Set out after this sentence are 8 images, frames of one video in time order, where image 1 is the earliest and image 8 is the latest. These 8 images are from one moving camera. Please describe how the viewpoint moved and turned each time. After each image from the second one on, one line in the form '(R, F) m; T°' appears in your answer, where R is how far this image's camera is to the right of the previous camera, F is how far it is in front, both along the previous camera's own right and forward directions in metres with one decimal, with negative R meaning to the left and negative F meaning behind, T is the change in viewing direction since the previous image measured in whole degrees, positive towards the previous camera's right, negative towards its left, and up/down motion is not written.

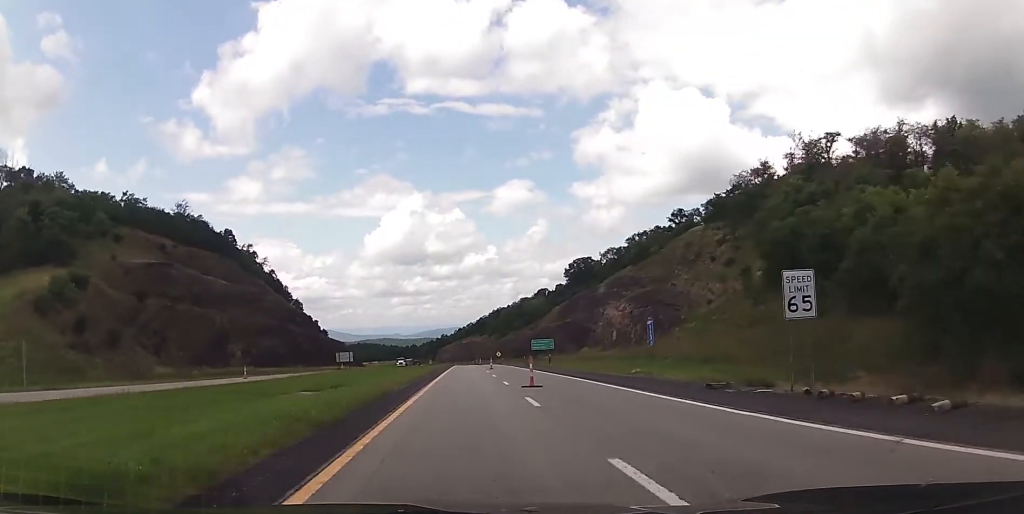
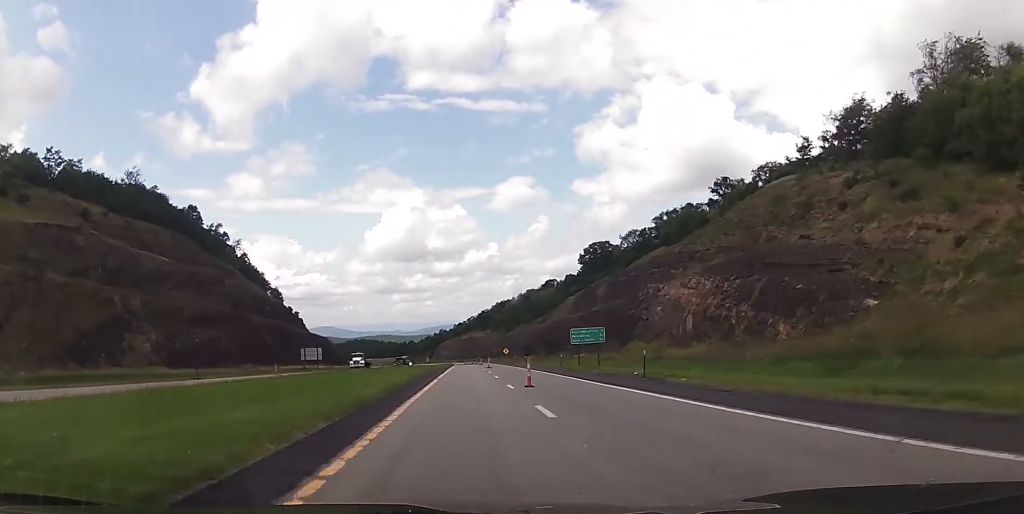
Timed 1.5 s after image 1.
(-0.2, +40.0) m; 0°
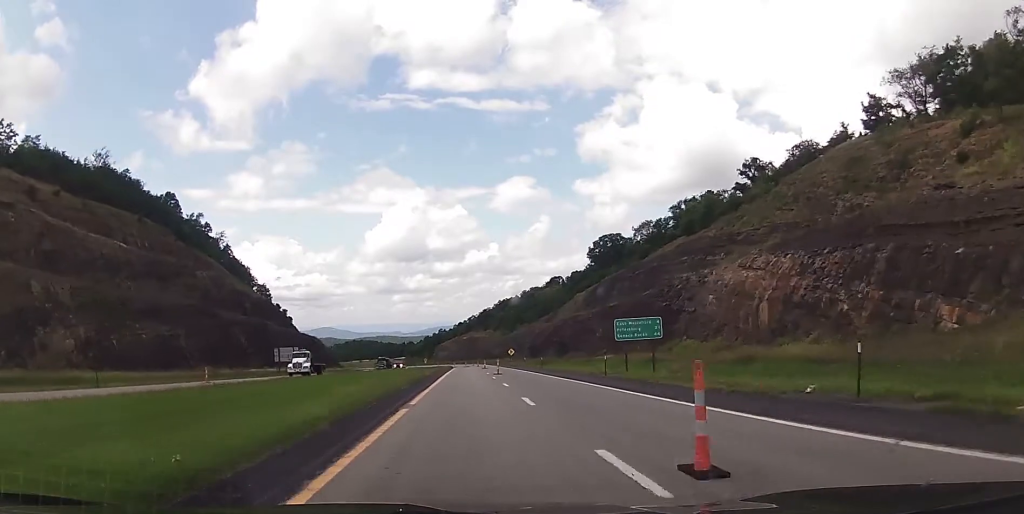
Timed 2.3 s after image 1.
(+0.2, +20.4) m; 0°
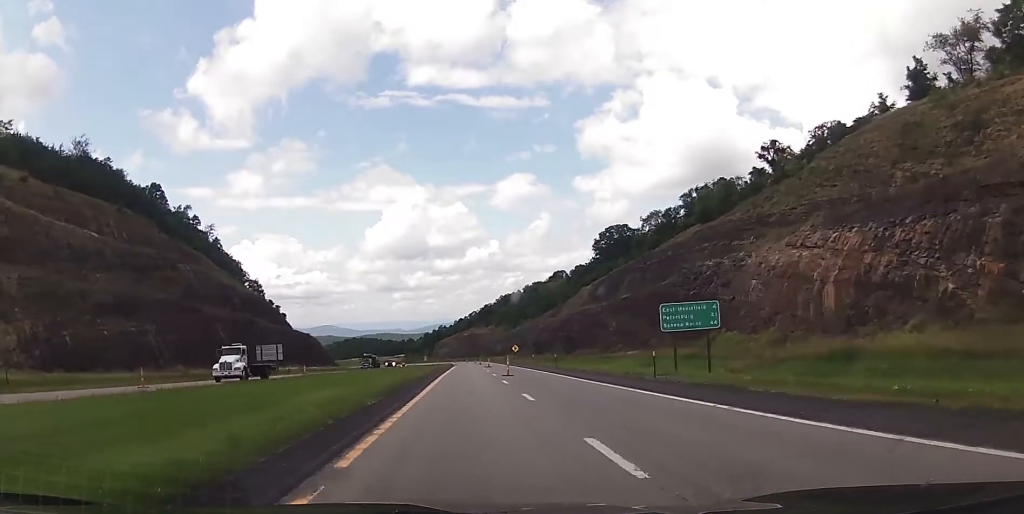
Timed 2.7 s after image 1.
(-0.2, +11.5) m; 0°
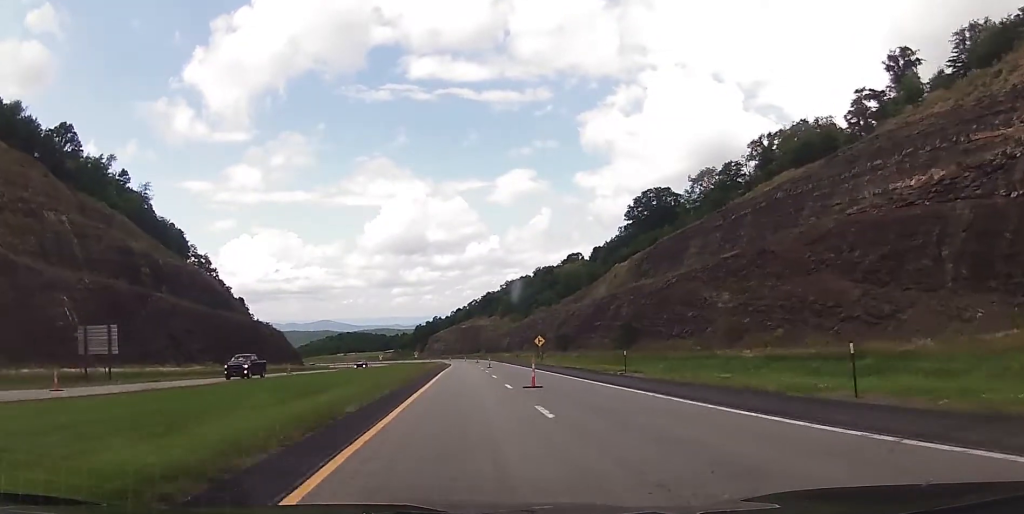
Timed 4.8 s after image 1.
(+0.1, +54.6) m; 0°
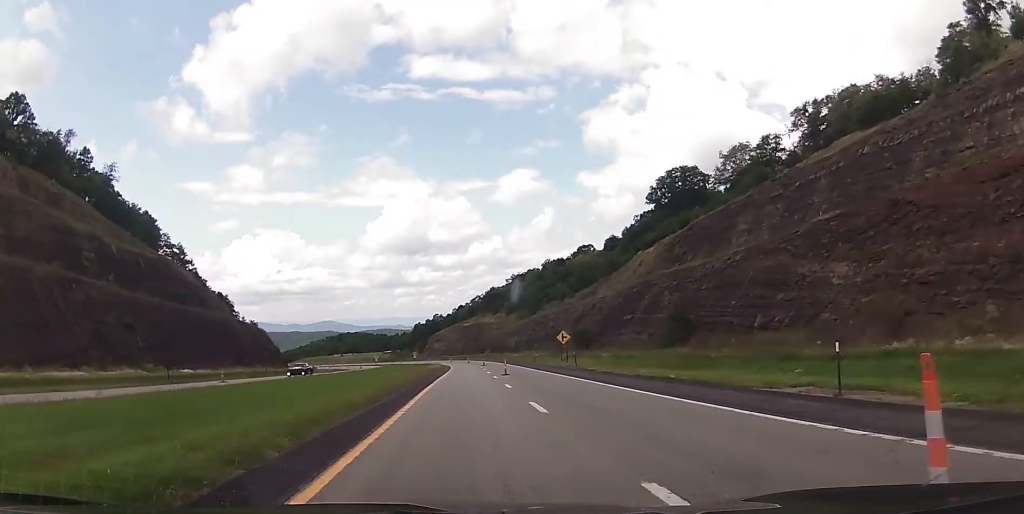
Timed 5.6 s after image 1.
(0.0, +22.8) m; 0°
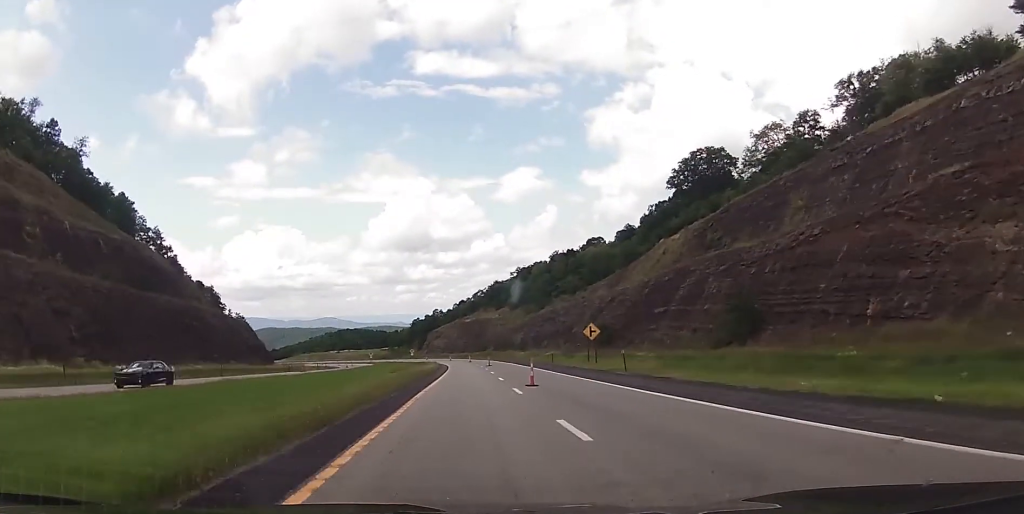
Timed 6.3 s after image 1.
(+0.2, +17.6) m; 0°
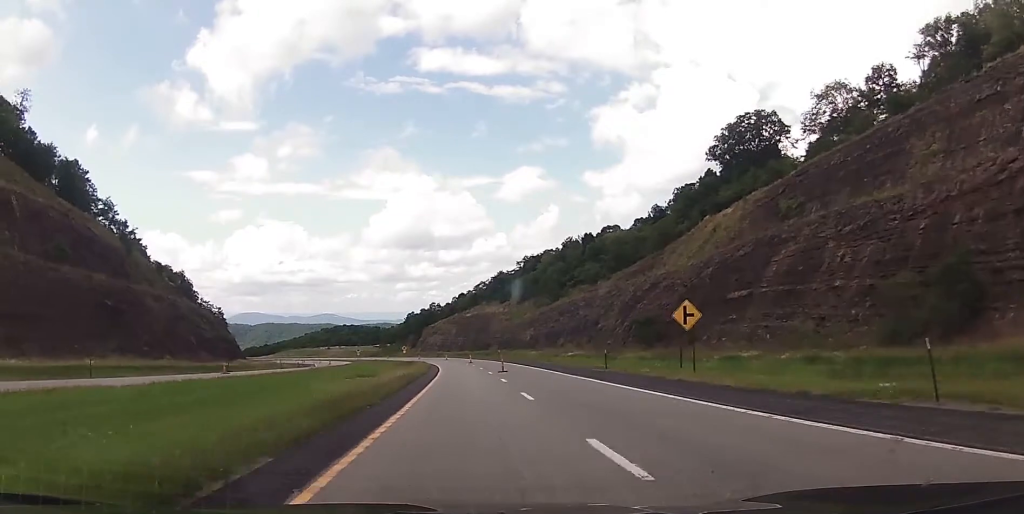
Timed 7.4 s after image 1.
(-0.5, +28.1) m; -1°
